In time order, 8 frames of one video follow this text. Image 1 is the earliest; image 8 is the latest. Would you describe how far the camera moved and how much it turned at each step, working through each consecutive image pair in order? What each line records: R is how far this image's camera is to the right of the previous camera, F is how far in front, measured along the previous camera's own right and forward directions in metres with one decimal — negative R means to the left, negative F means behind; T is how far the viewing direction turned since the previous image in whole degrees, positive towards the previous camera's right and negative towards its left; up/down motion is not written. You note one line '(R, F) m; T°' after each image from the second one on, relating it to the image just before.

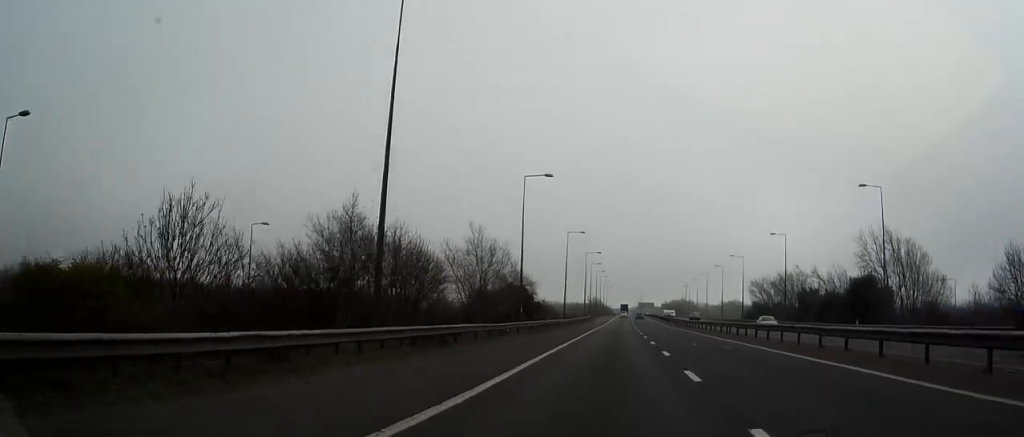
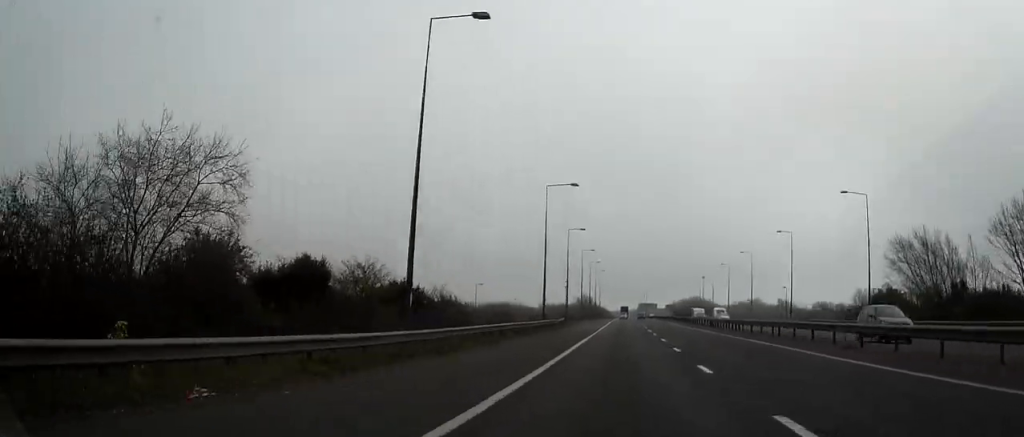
(-0.3, +70.6) m; 0°
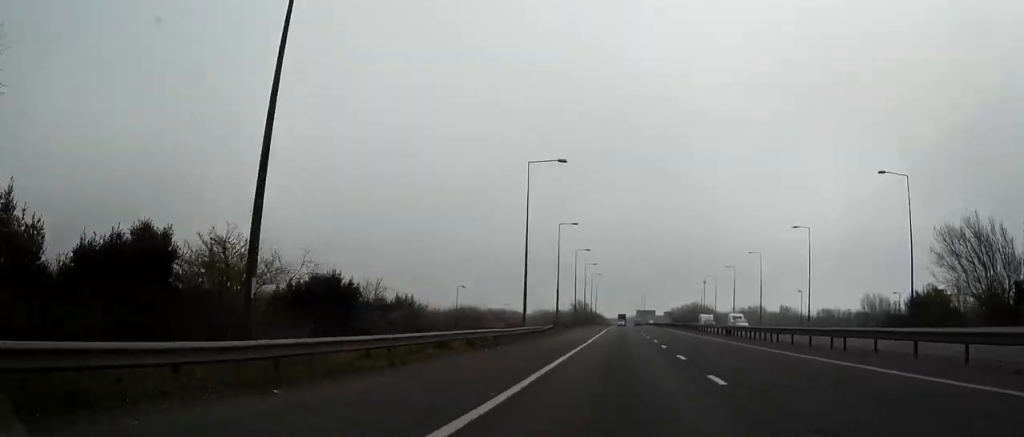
(+0.1, +11.0) m; 0°
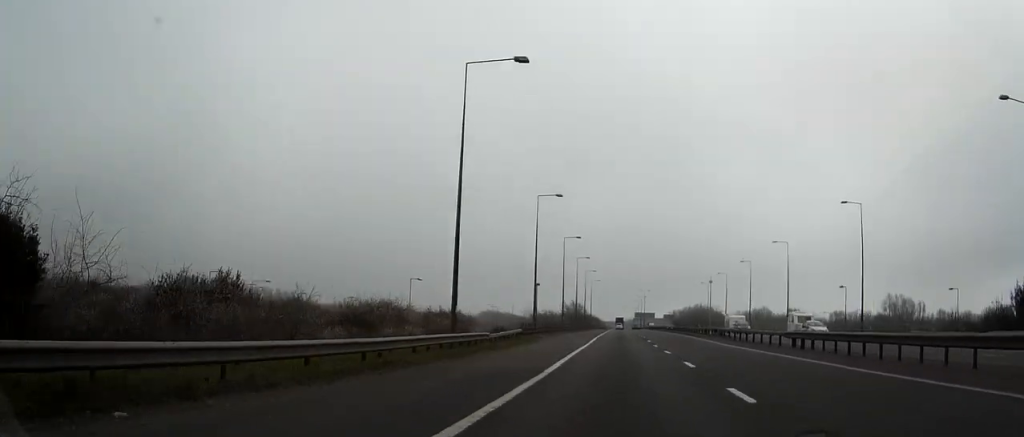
(+0.2, +21.1) m; 0°
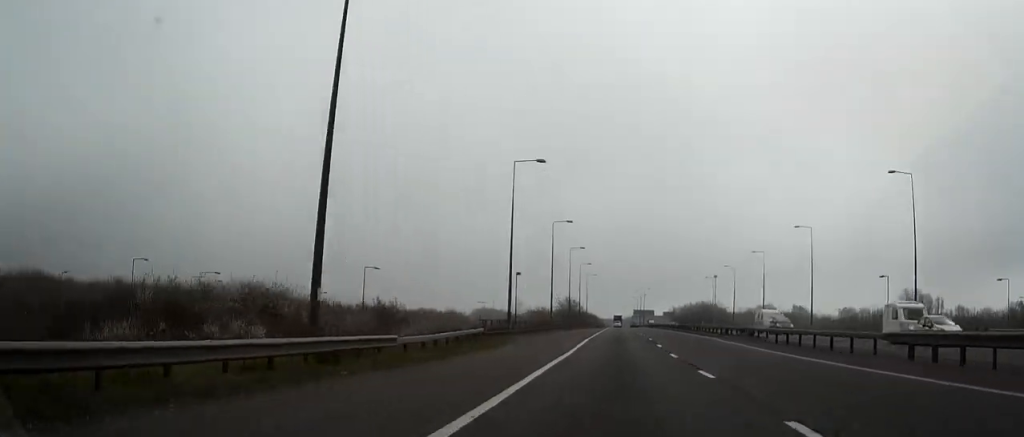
(0.0, +13.8) m; 0°
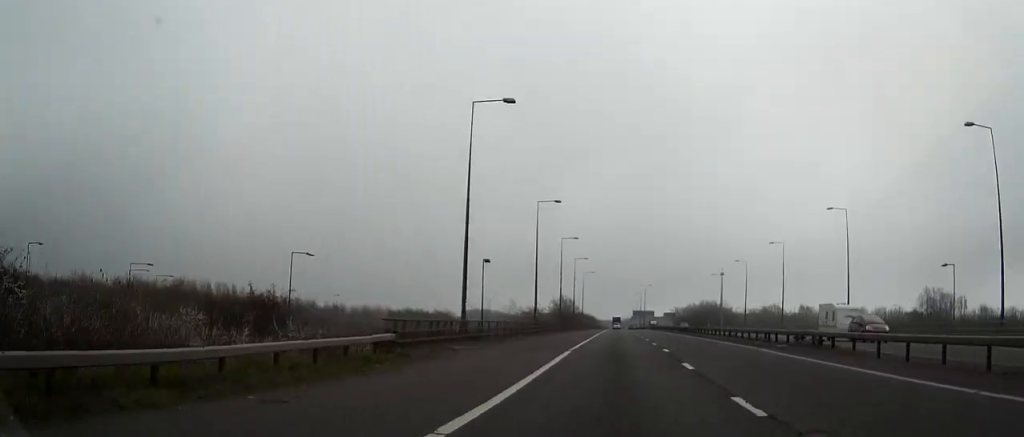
(0.0, +14.7) m; 0°
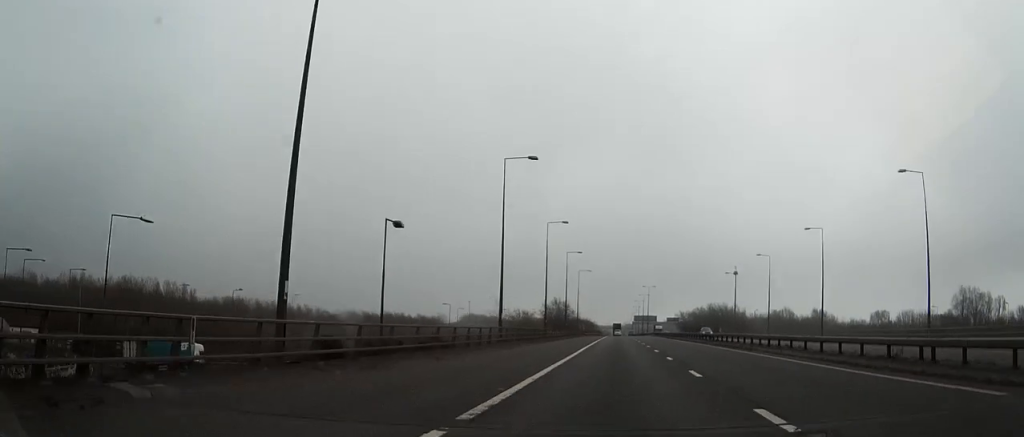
(0.0, +20.3) m; 0°
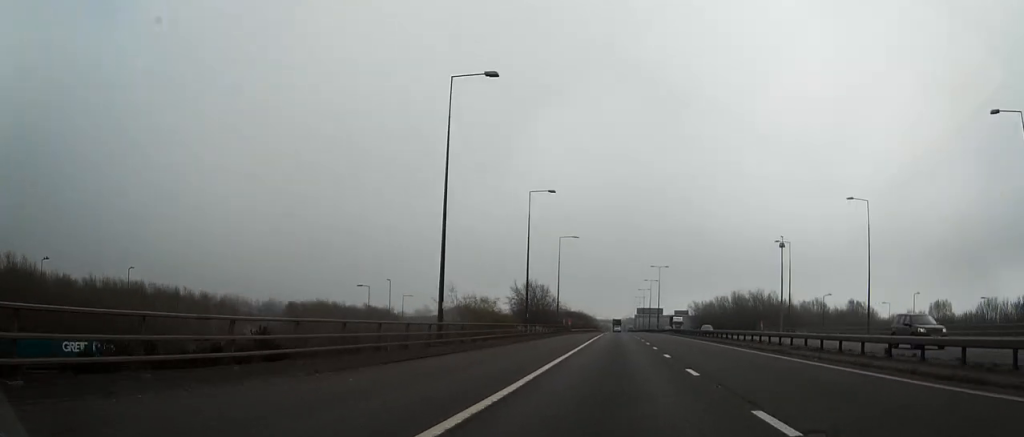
(0.0, +46.1) m; 0°
